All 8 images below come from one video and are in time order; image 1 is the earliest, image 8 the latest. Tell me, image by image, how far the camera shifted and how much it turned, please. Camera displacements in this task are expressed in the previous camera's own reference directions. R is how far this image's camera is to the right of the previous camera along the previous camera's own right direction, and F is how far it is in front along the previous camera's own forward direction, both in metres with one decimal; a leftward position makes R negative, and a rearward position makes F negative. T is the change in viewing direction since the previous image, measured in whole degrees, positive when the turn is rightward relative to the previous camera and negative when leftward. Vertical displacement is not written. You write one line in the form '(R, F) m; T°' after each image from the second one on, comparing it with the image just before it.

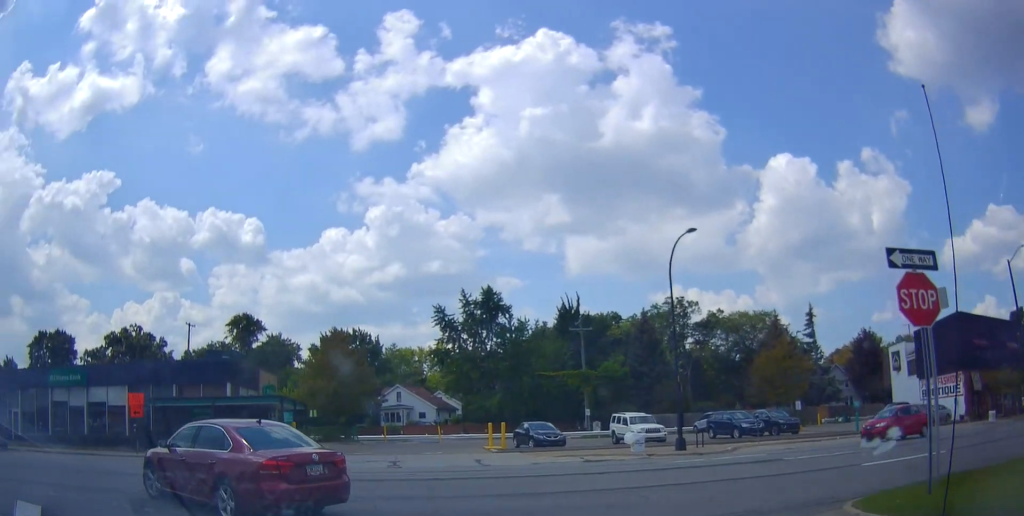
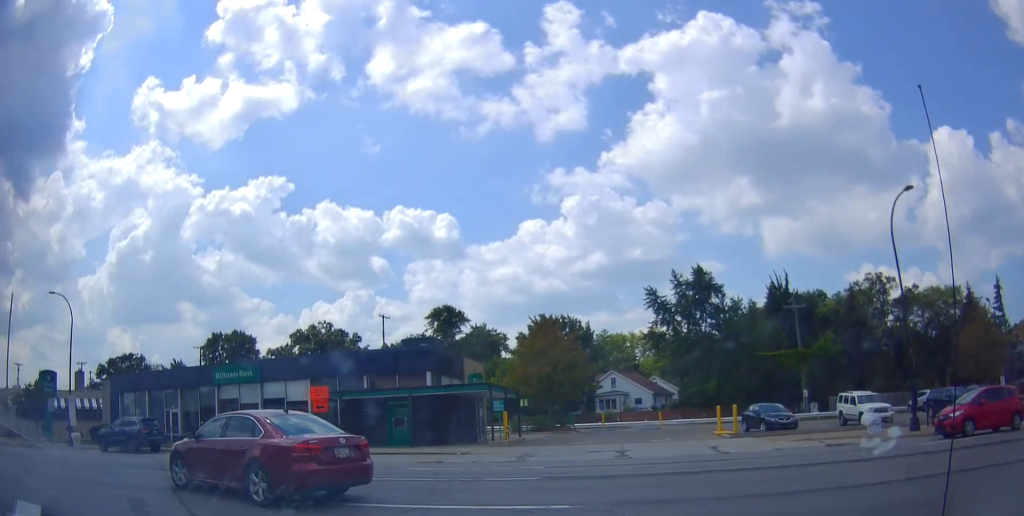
(-0.5, +2.0) m; -19°
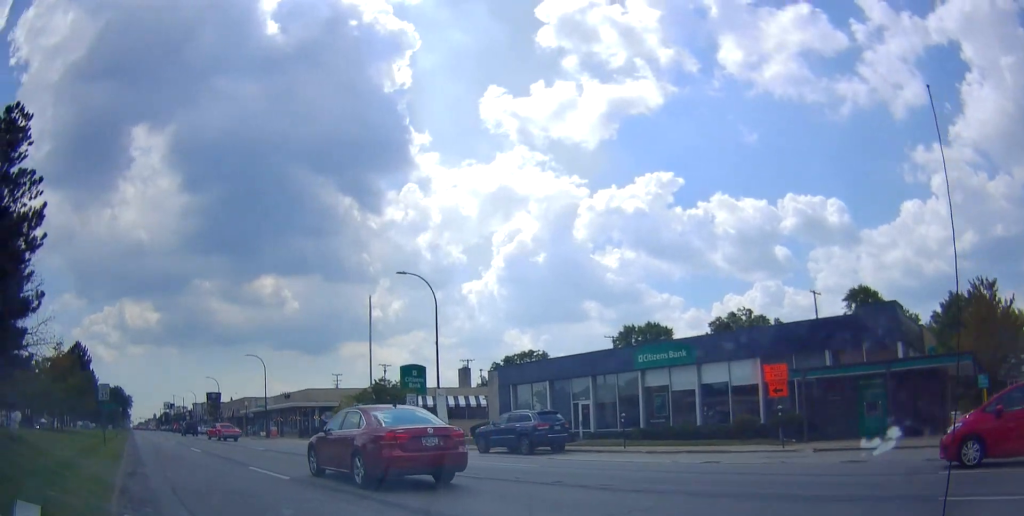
(-1.1, +4.6) m; -30°
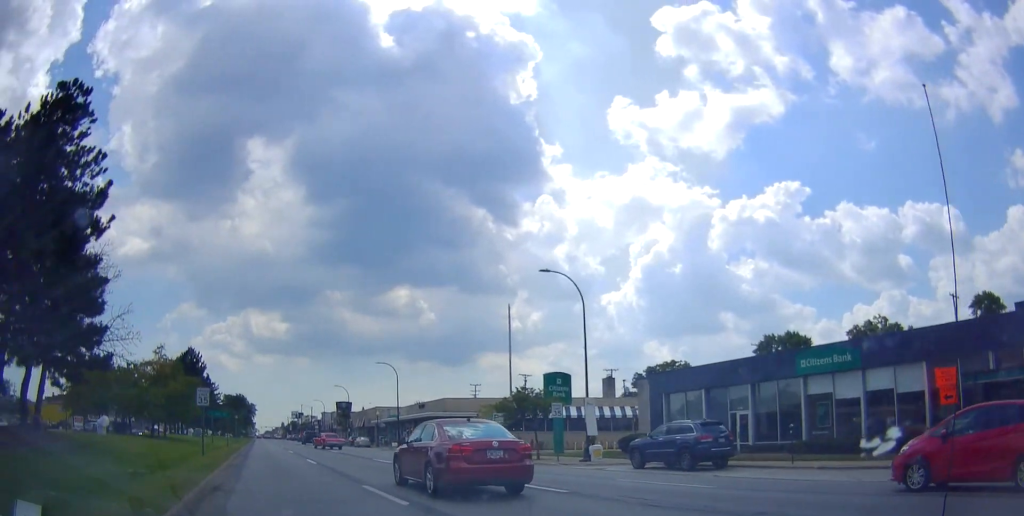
(-0.3, +2.2) m; -11°
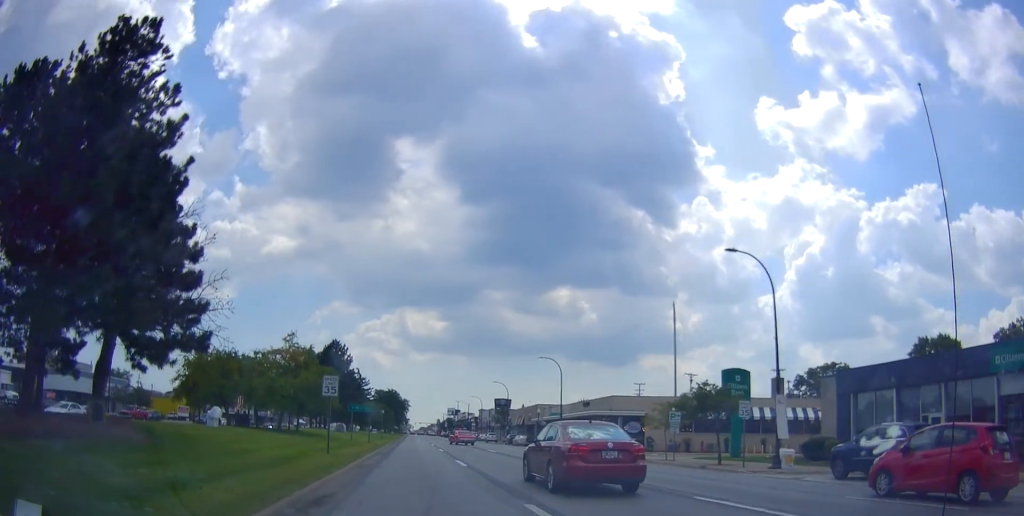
(-0.3, +3.0) m; -12°
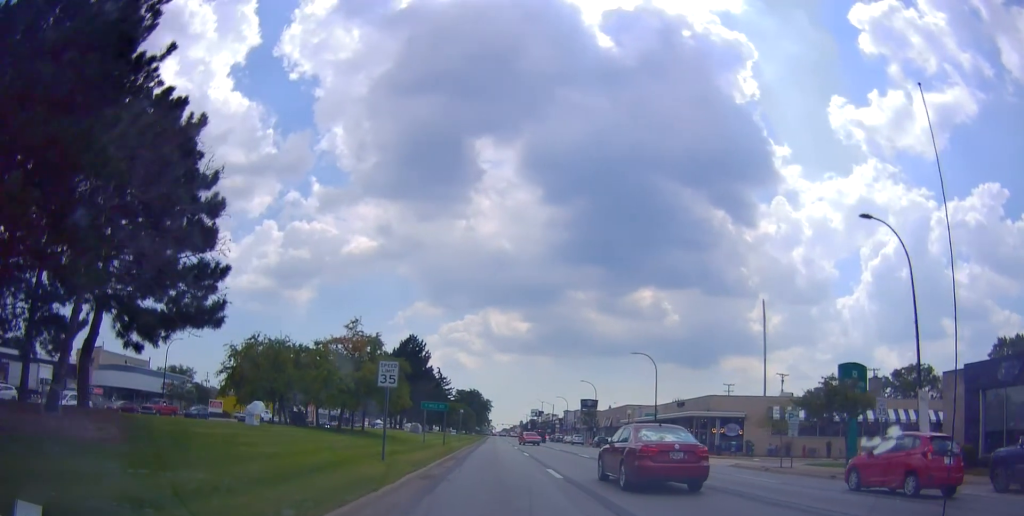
(-0.3, +3.9) m; -10°
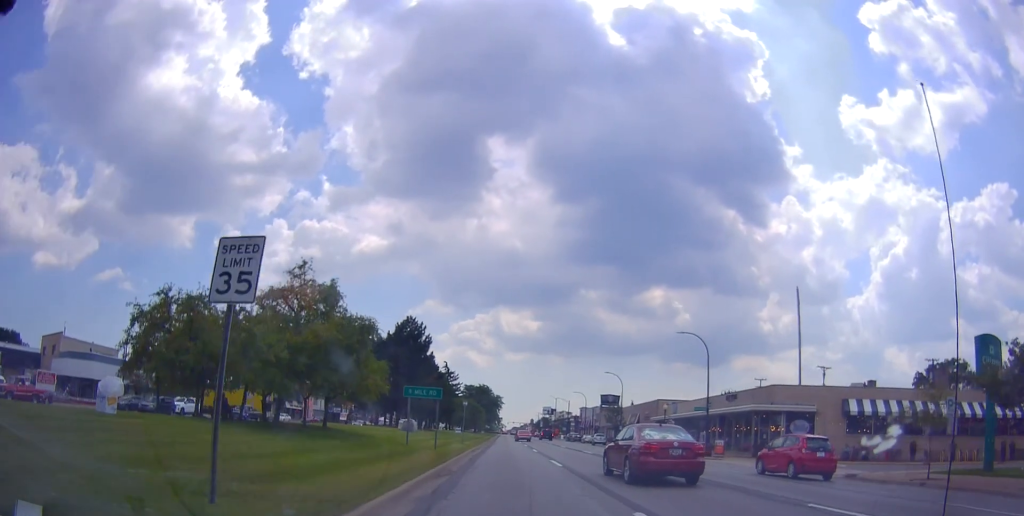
(-1.3, +9.9) m; -10°
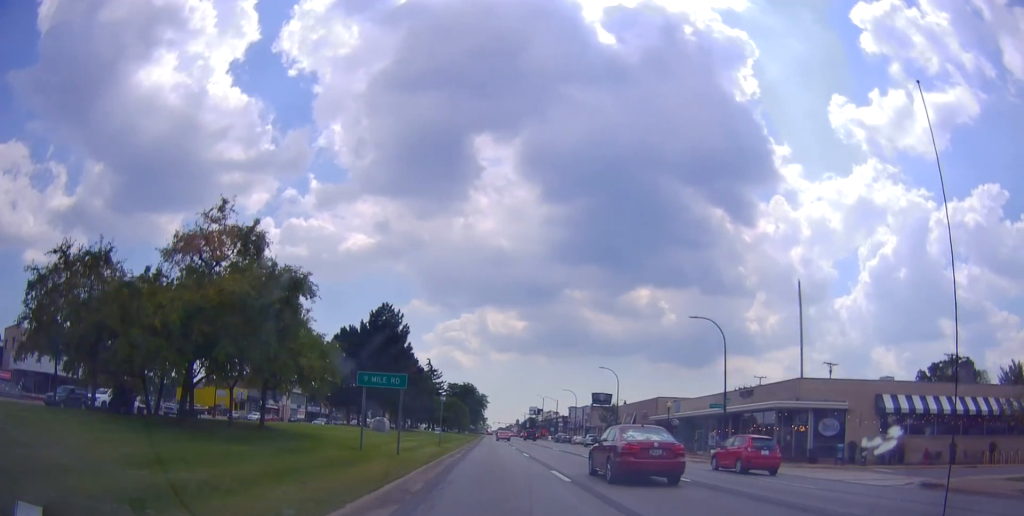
(-0.1, +5.6) m; -2°
